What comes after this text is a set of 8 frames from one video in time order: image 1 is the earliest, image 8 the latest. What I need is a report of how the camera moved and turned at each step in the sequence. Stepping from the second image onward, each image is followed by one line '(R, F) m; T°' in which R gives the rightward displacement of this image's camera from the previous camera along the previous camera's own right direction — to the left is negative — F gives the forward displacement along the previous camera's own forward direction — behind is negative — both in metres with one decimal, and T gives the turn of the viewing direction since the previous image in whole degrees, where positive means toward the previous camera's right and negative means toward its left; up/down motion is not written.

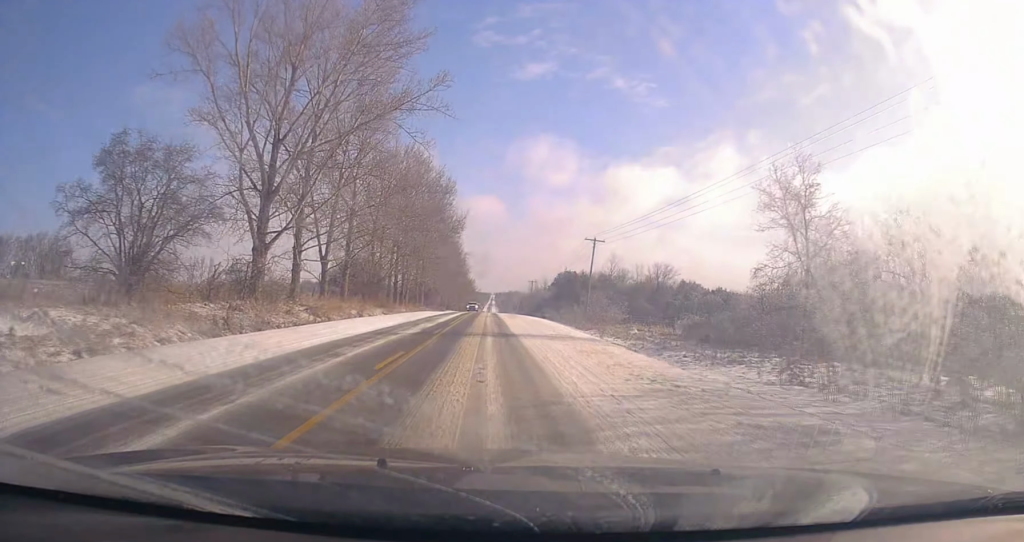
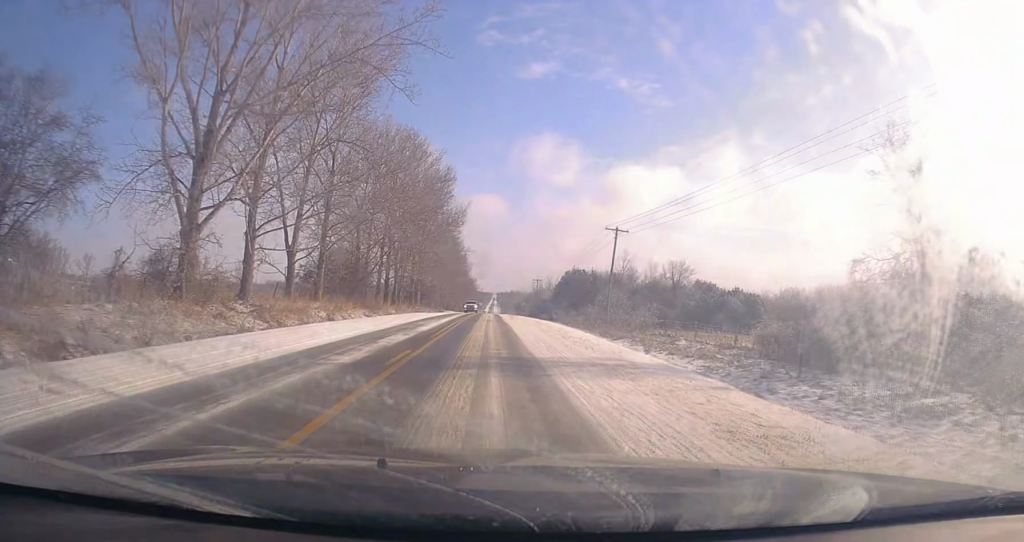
(0.0, +9.5) m; +1°
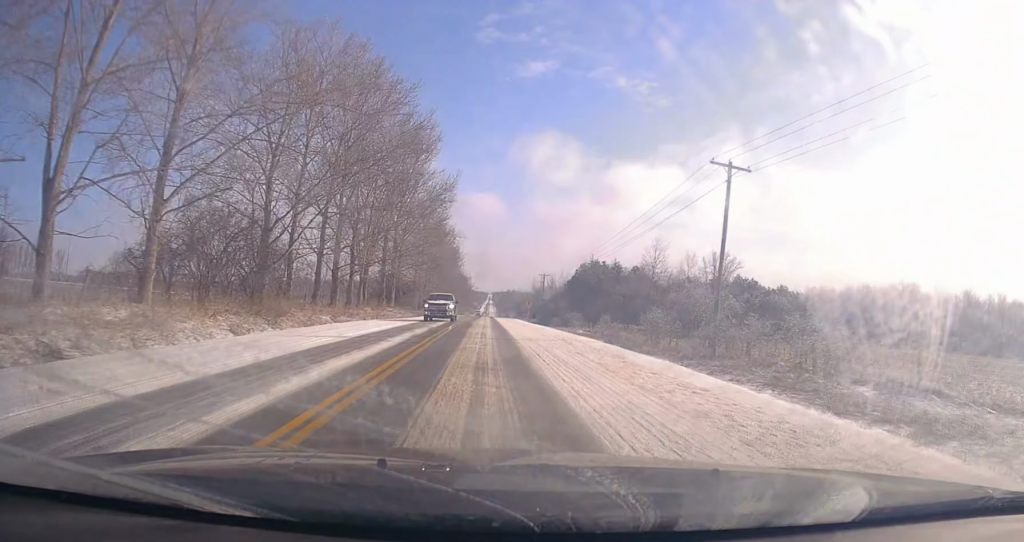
(+0.3, +25.9) m; 0°
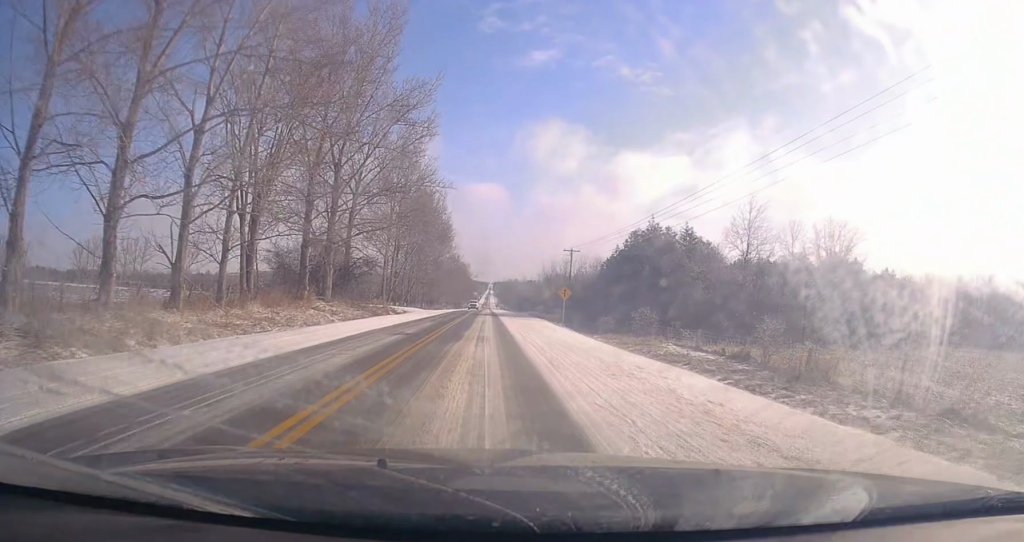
(-0.7, +35.8) m; -1°
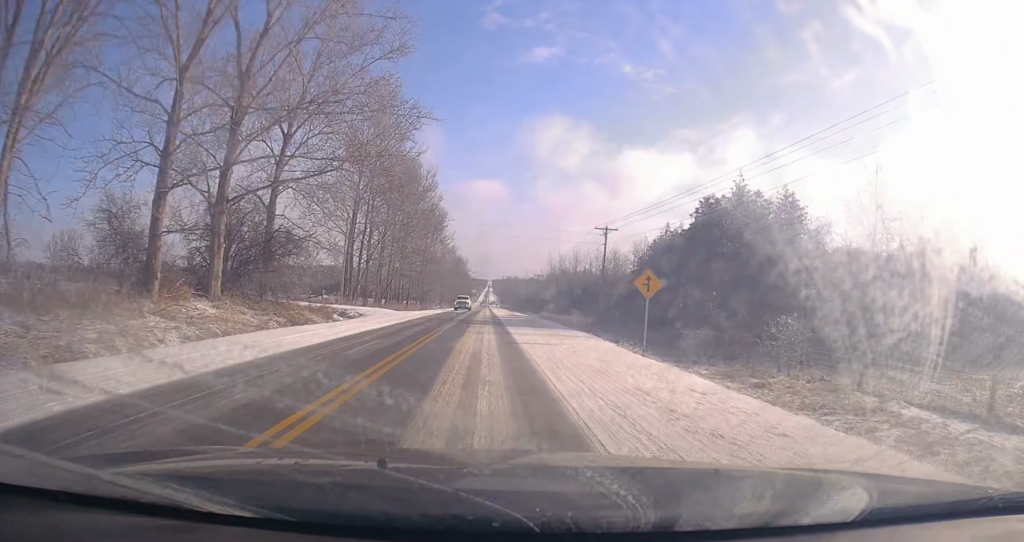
(+0.1, +22.5) m; +1°
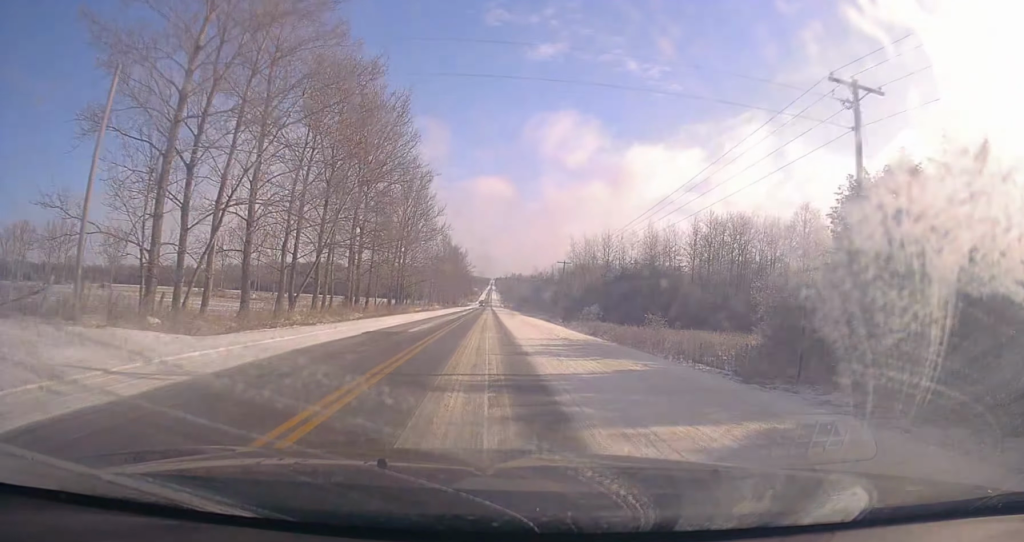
(+0.1, +38.1) m; -1°
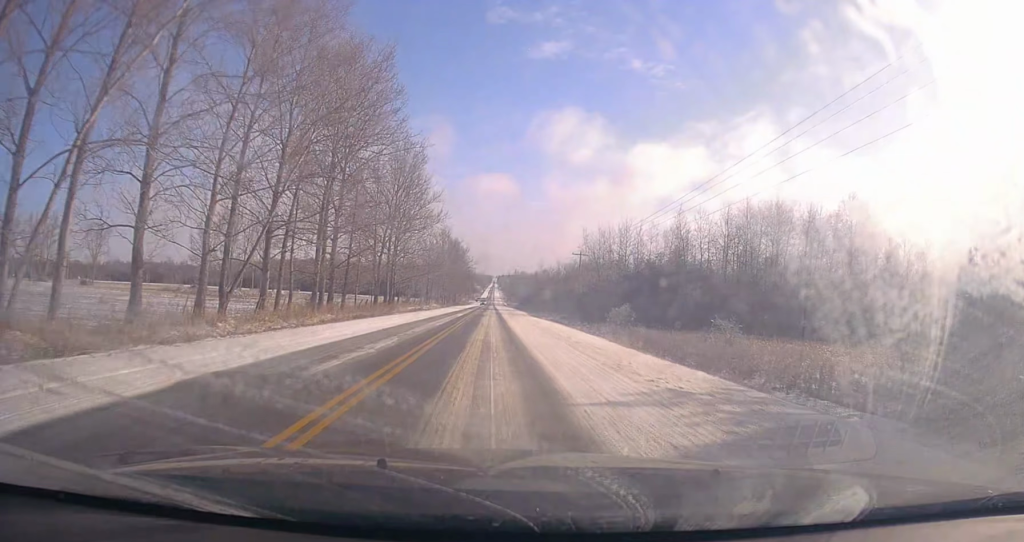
(-0.3, +12.3) m; 0°
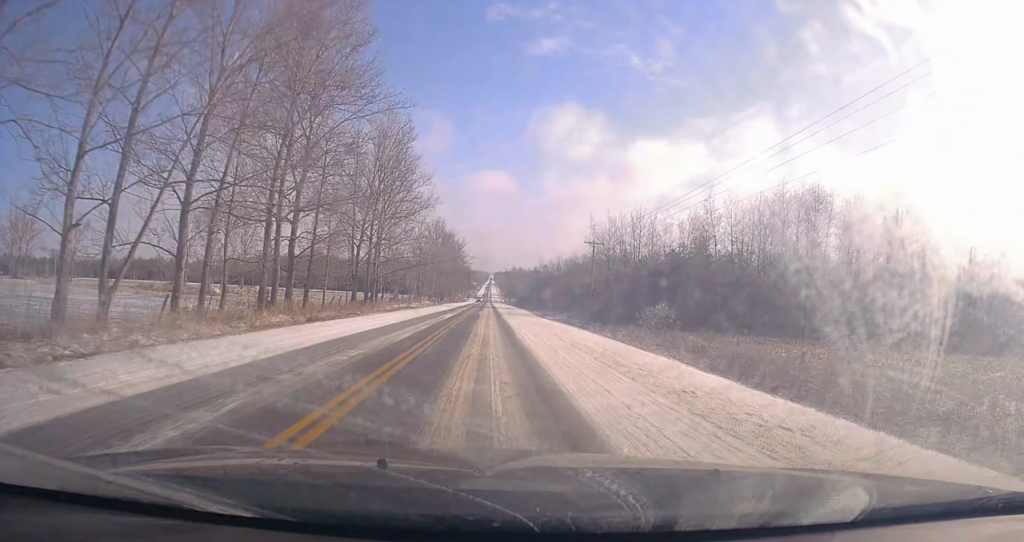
(+0.1, +11.2) m; 0°
